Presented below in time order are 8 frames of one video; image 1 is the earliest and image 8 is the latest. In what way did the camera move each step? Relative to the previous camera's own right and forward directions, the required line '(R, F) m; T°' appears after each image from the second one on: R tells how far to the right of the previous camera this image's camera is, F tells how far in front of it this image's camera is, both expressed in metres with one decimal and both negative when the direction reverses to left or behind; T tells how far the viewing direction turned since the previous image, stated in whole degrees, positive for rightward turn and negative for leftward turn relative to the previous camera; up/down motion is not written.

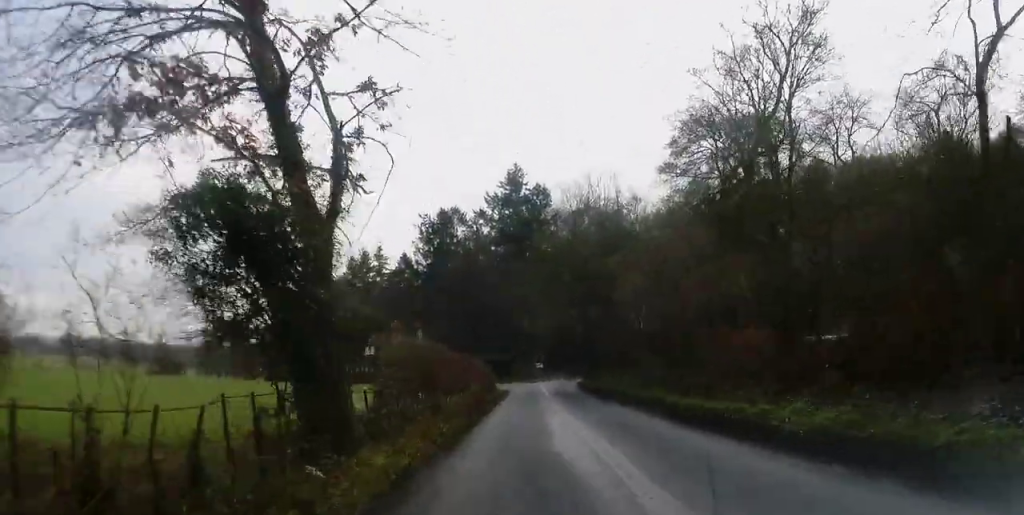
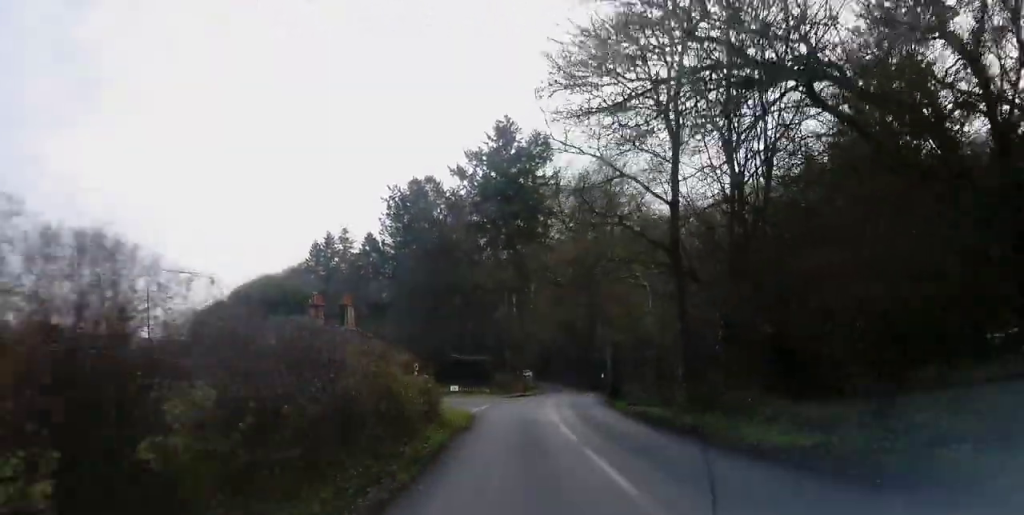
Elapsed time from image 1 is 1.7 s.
(+0.4, +33.1) m; +3°
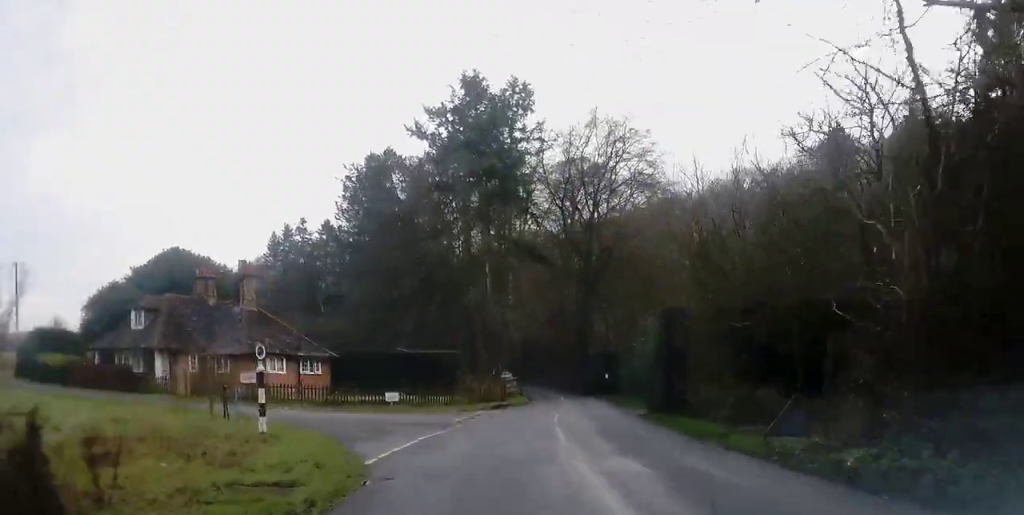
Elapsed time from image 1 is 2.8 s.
(+0.6, +20.0) m; +2°
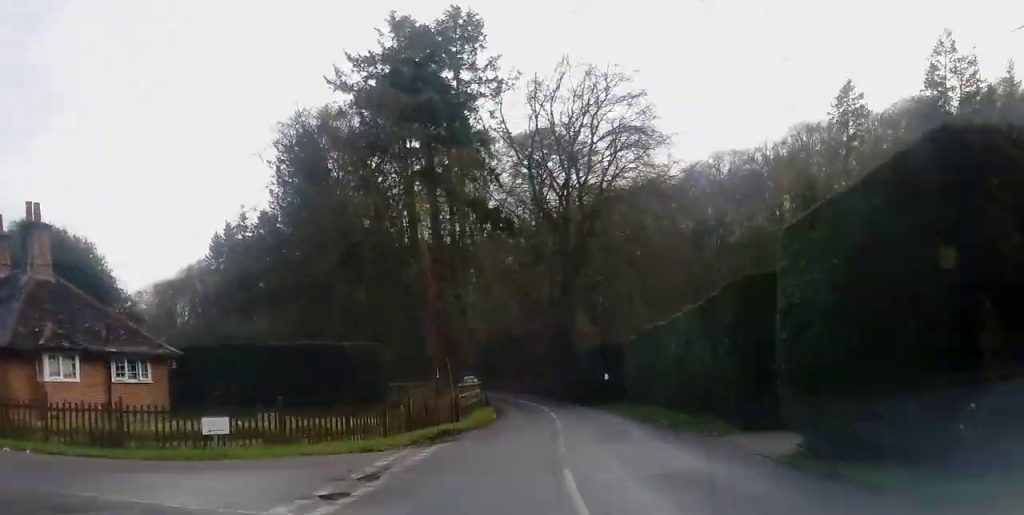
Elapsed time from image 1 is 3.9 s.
(+0.1, +17.9) m; +1°
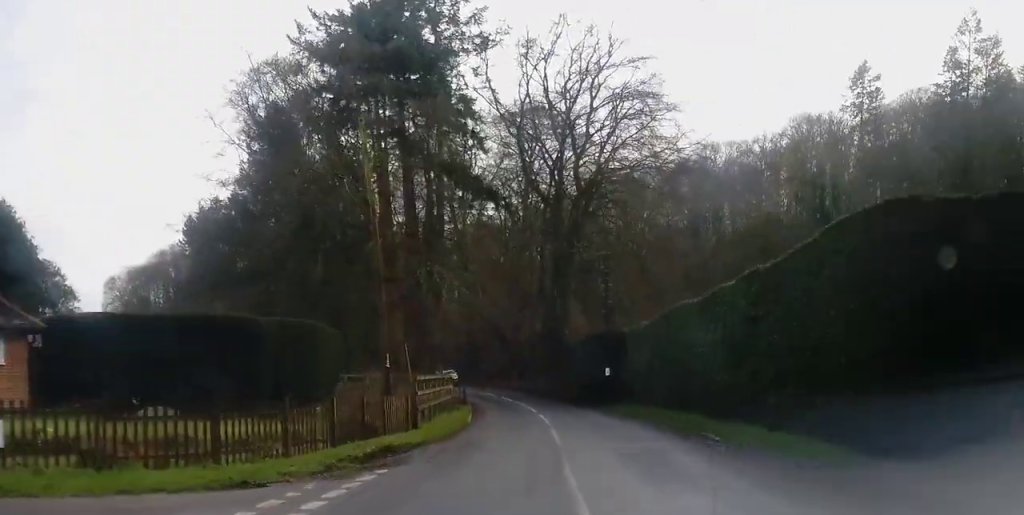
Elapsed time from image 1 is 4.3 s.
(0.0, +7.6) m; +1°
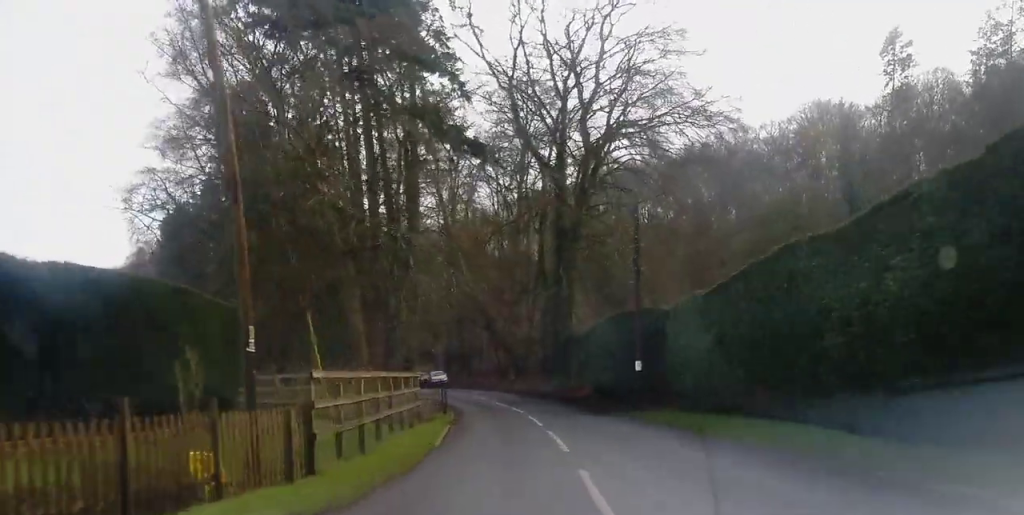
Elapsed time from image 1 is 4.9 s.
(+0.1, +10.0) m; +1°
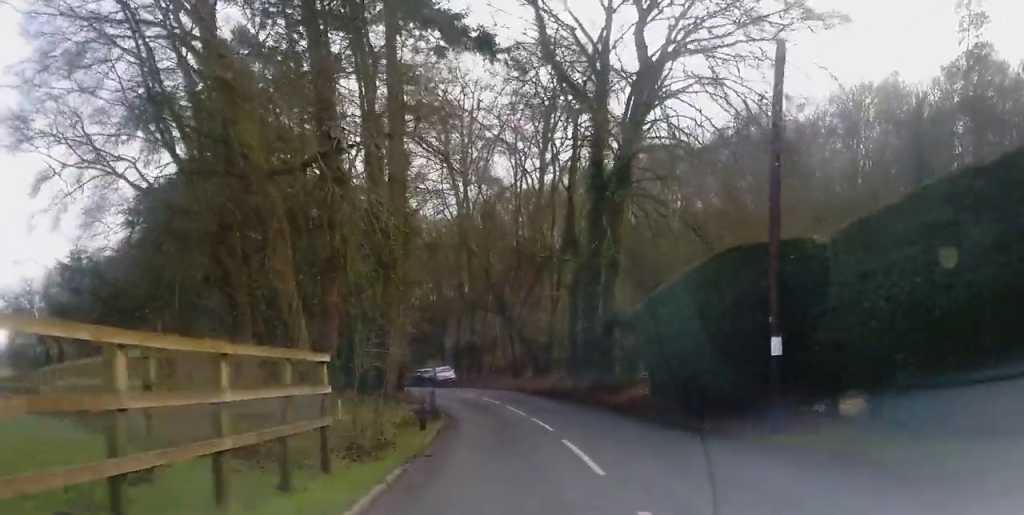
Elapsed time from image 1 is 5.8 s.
(+0.1, +12.7) m; 0°
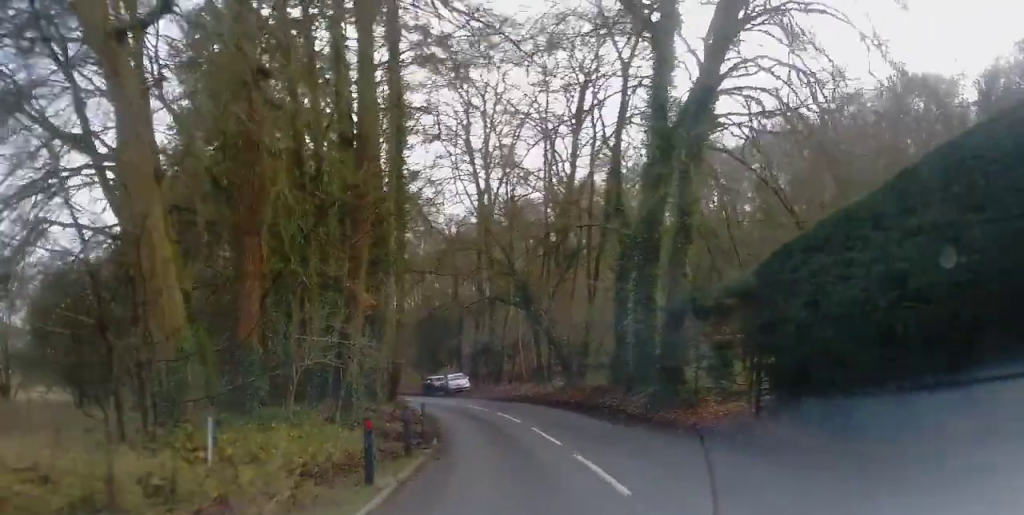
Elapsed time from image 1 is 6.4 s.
(+0.1, +9.8) m; -2°
